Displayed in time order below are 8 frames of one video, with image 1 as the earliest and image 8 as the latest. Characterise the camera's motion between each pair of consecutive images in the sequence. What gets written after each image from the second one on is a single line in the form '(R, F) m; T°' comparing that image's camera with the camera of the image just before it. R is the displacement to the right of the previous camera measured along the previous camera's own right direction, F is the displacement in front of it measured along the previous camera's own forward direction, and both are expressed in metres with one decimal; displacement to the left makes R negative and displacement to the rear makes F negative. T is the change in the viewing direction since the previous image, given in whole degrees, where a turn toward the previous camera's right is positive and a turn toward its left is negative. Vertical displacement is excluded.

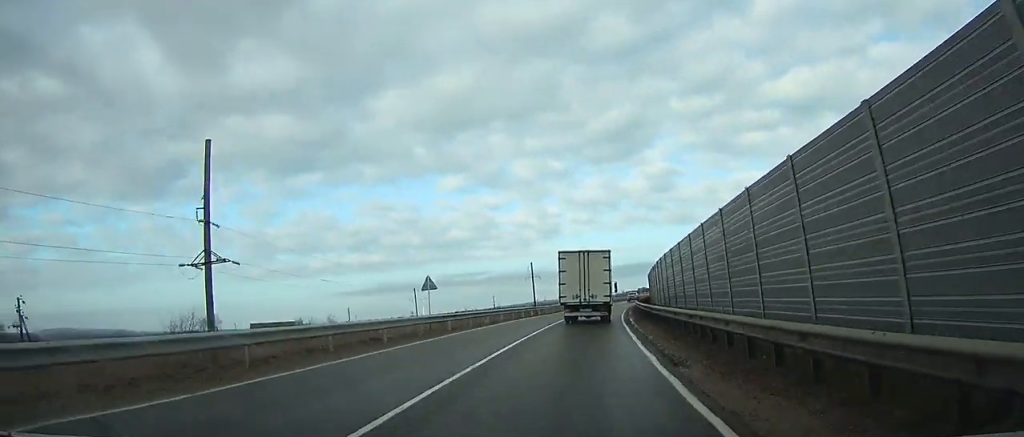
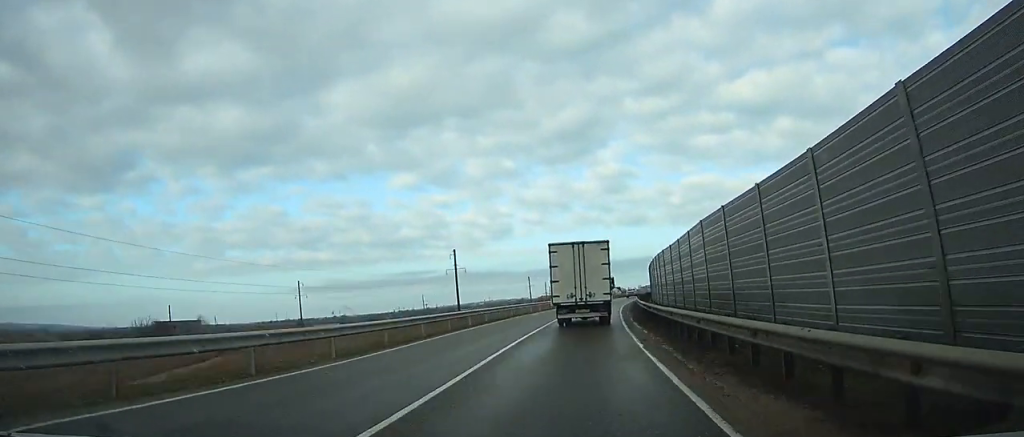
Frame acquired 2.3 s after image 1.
(+1.9, +42.7) m; +5°
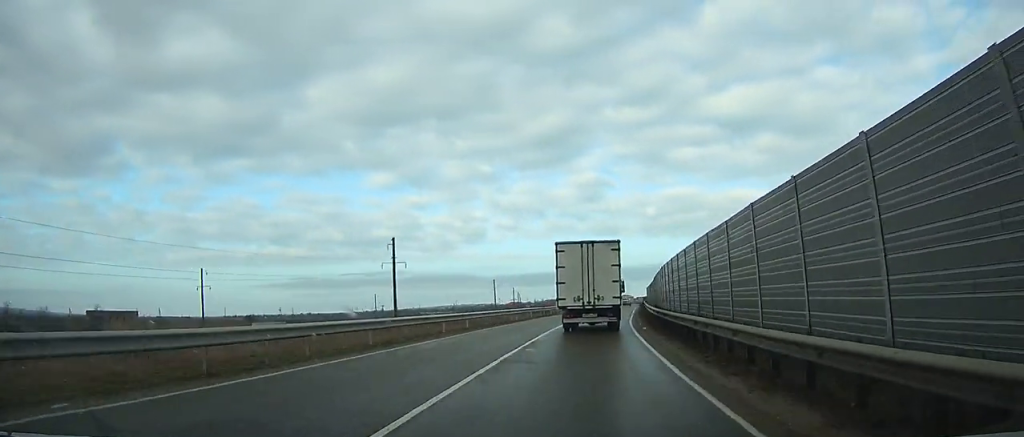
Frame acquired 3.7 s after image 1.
(+0.9, +25.1) m; +3°
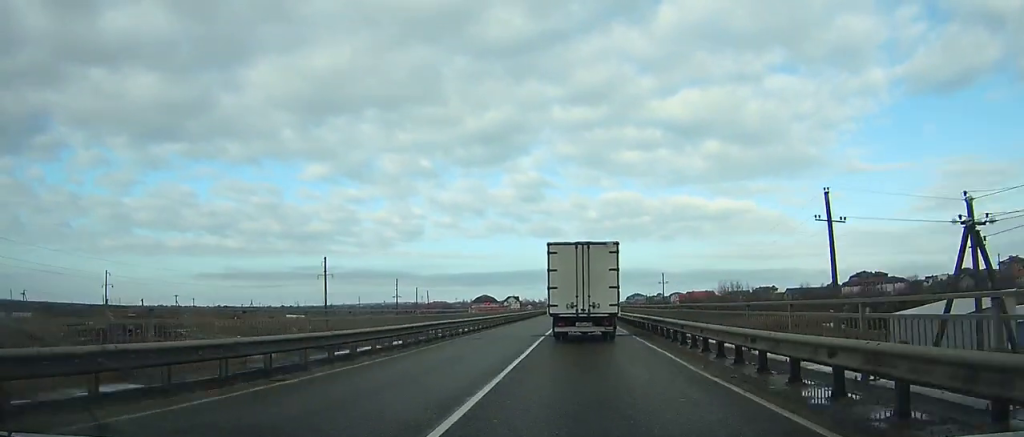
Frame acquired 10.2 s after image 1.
(+7.8, +110.6) m; +5°
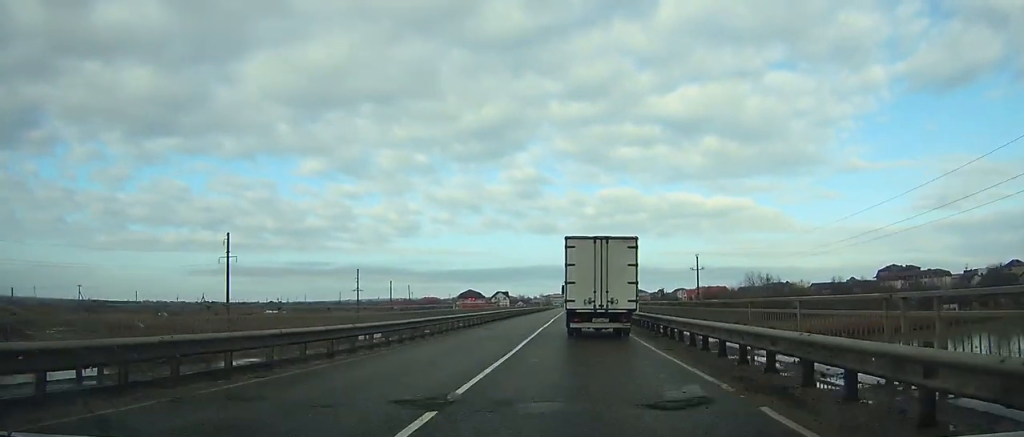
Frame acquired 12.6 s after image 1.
(+0.1, +39.8) m; 0°
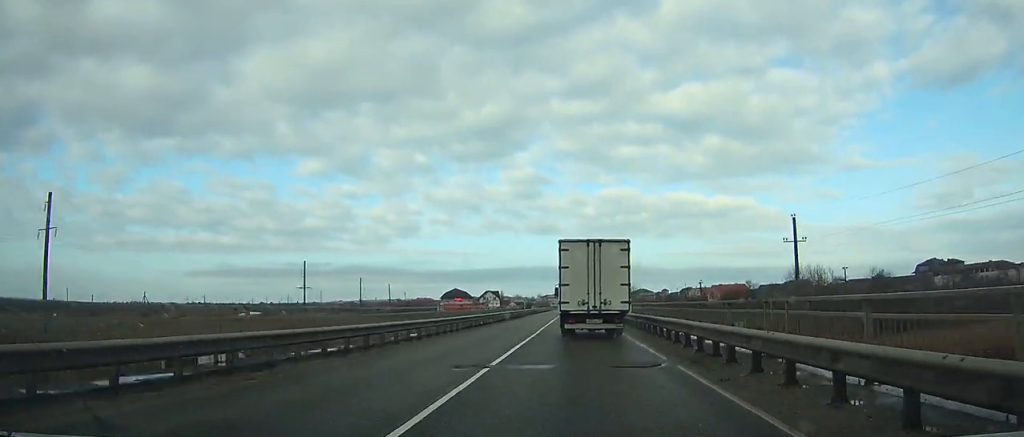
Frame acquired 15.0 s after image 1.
(-0.2, +40.0) m; -1°
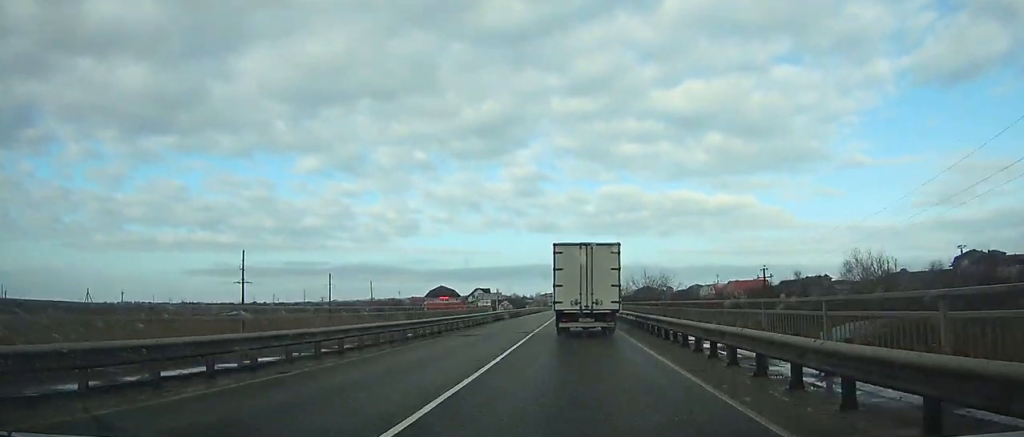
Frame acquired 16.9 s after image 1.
(-0.2, +31.9) m; 0°
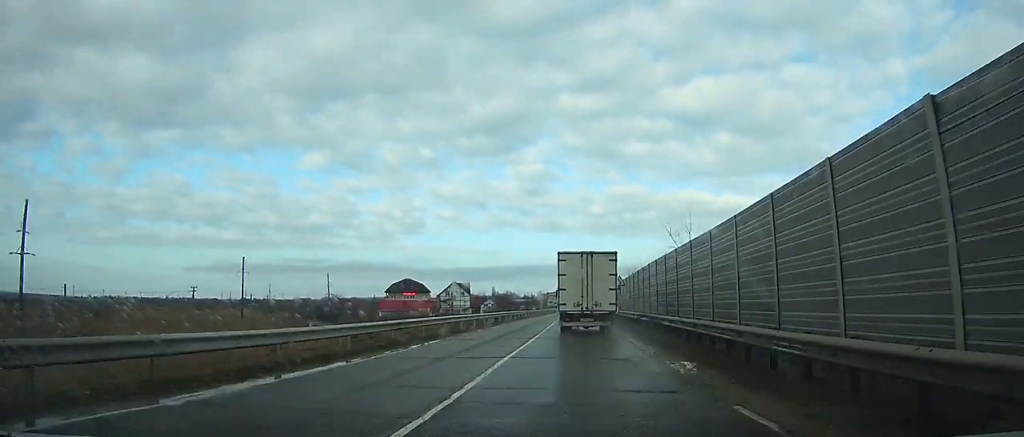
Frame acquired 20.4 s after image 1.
(-0.3, +60.1) m; 0°
